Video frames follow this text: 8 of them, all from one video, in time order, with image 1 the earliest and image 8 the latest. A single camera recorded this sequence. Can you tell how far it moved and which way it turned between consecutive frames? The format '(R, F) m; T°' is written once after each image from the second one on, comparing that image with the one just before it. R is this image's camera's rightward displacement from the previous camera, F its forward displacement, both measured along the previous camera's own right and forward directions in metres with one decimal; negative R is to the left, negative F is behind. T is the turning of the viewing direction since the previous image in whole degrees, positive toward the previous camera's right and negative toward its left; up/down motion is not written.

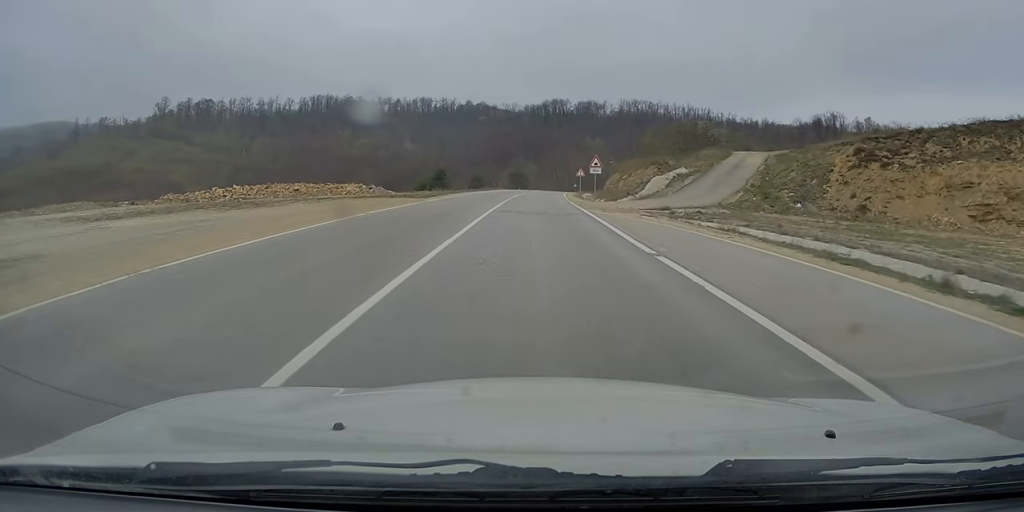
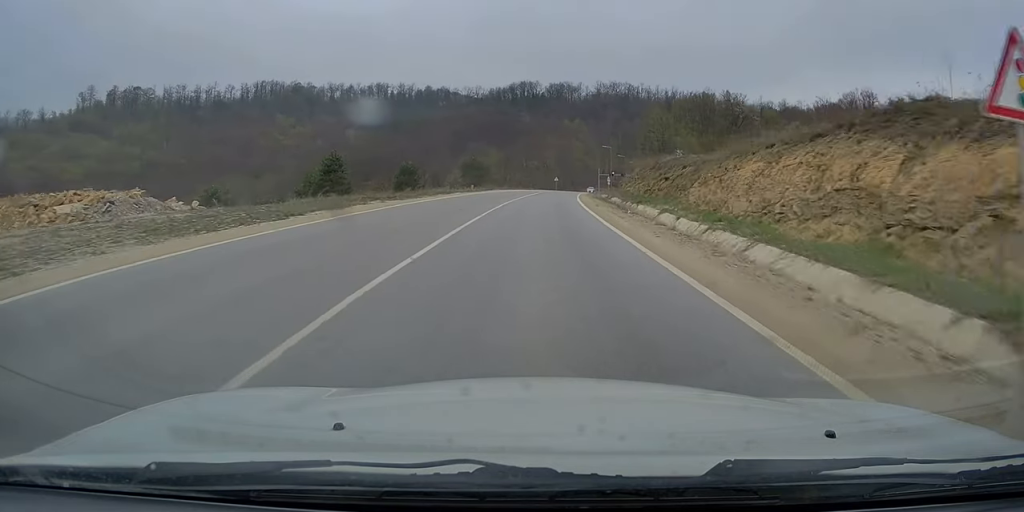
(+2.0, +56.6) m; +3°
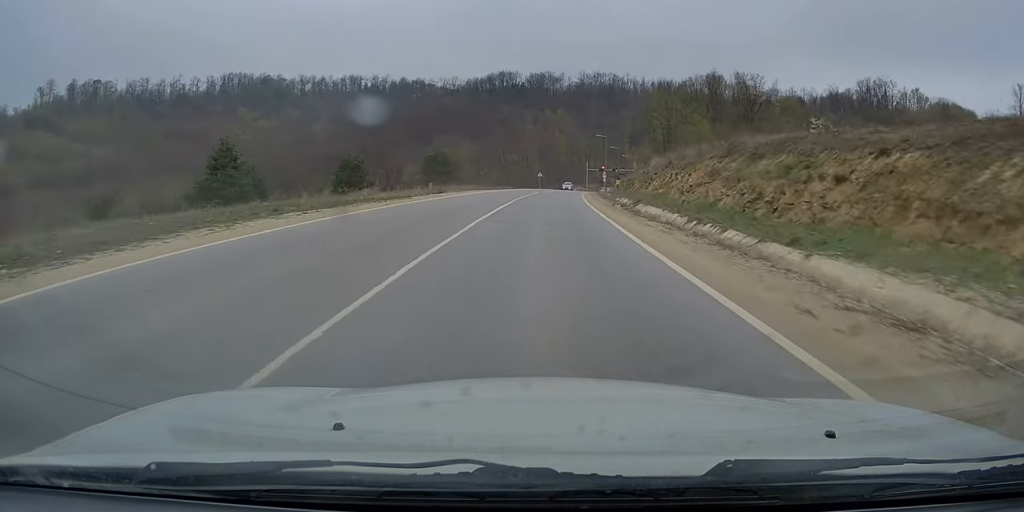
(+0.3, +24.7) m; +3°
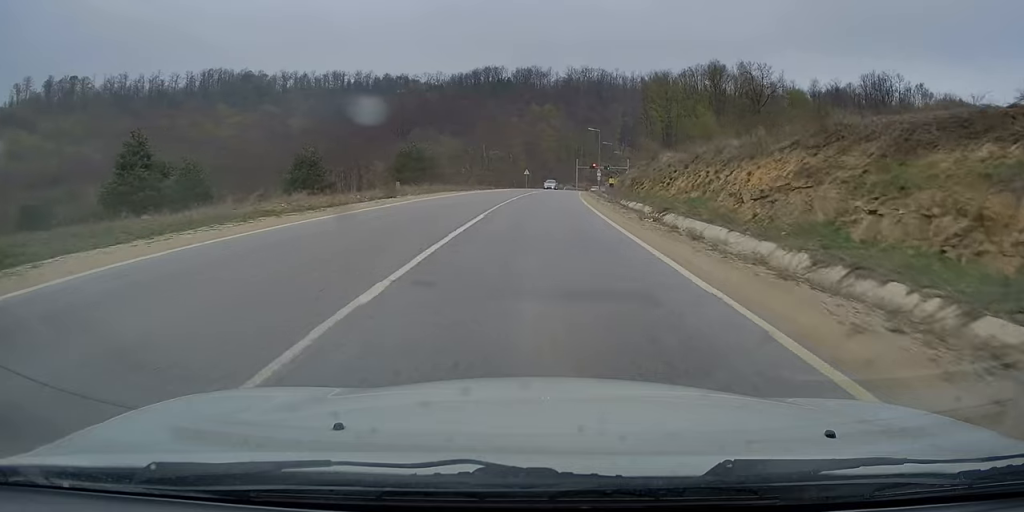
(+0.3, +11.6) m; +1°
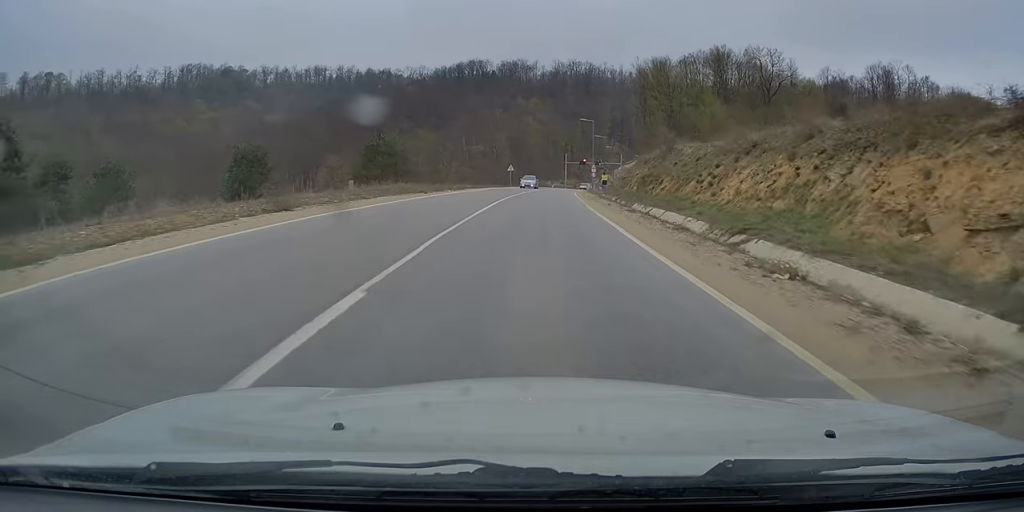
(+0.2, +12.2) m; +1°
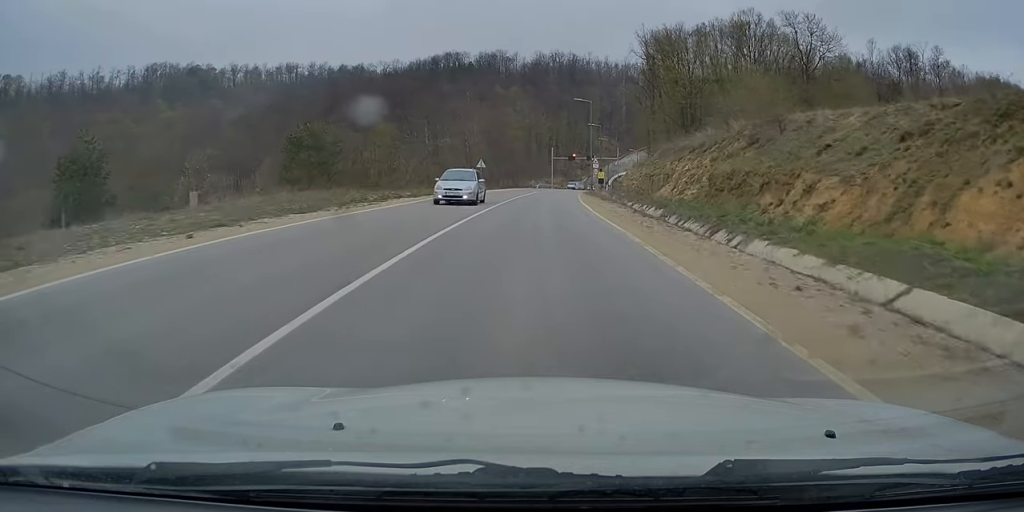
(+0.1, +23.2) m; +2°
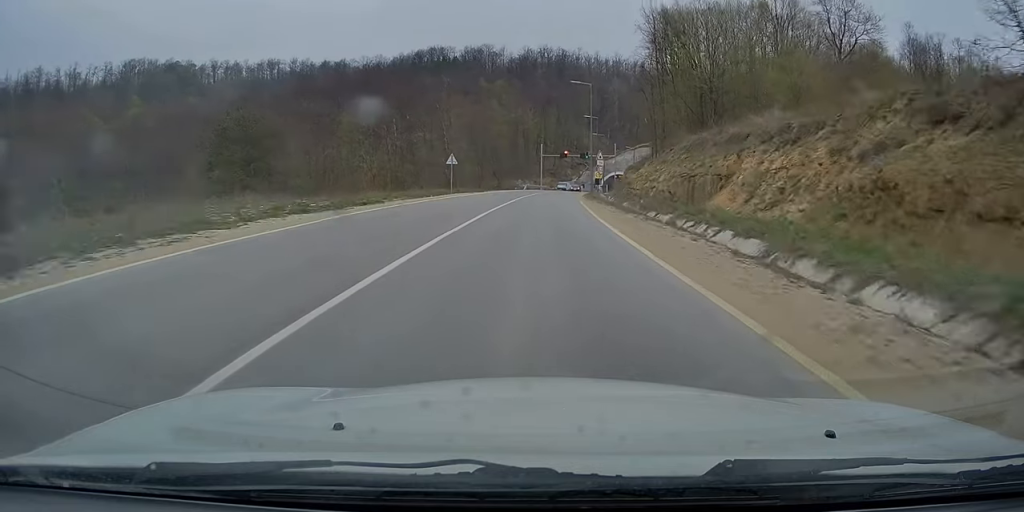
(+0.3, +13.7) m; +1°
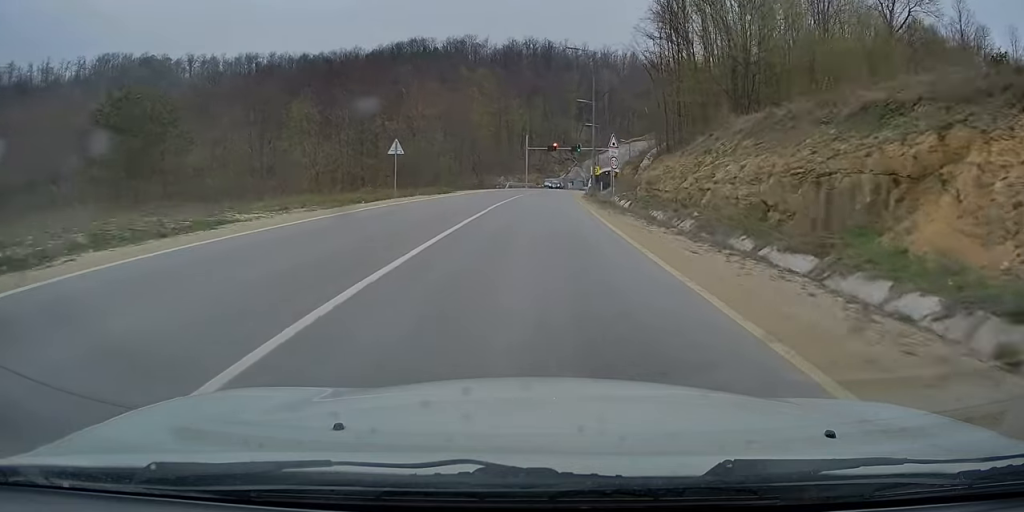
(0.0, +14.7) m; +1°
